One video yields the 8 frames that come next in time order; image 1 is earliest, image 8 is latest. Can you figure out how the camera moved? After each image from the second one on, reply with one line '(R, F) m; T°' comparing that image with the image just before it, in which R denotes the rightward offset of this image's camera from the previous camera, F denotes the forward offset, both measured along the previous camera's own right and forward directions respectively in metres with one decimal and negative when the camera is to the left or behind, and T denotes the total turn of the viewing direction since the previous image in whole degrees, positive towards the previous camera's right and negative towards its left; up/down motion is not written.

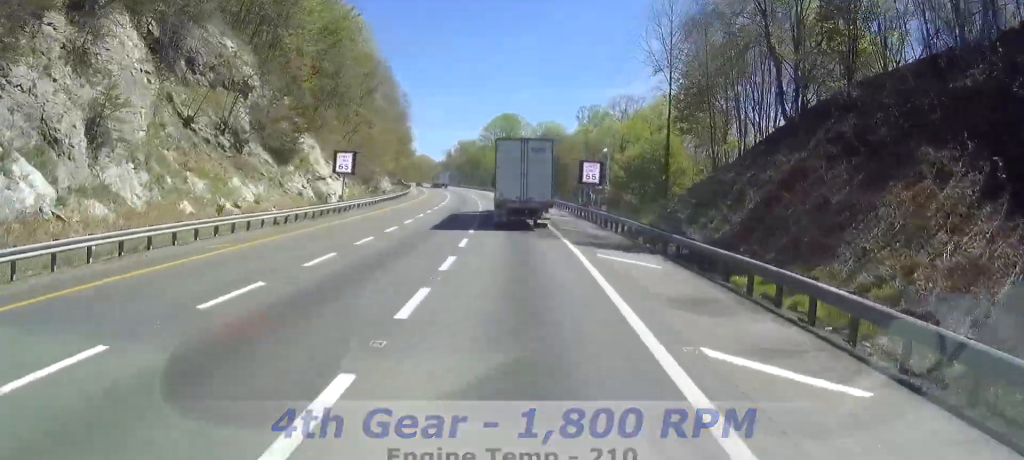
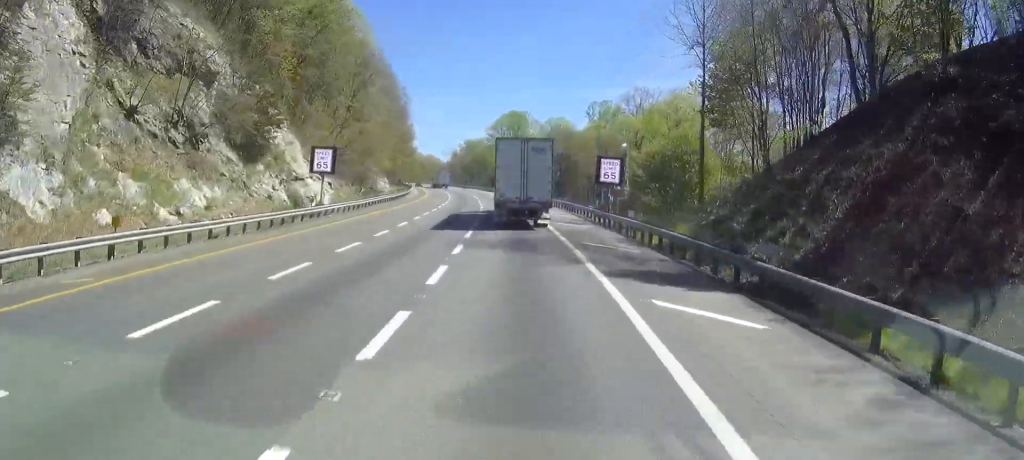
(-0.2, +7.9) m; 0°
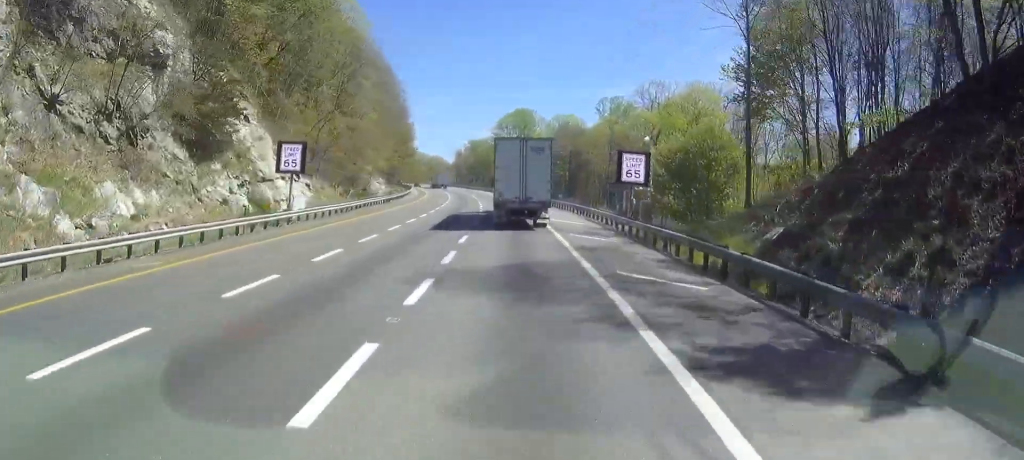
(-0.1, +7.9) m; 0°
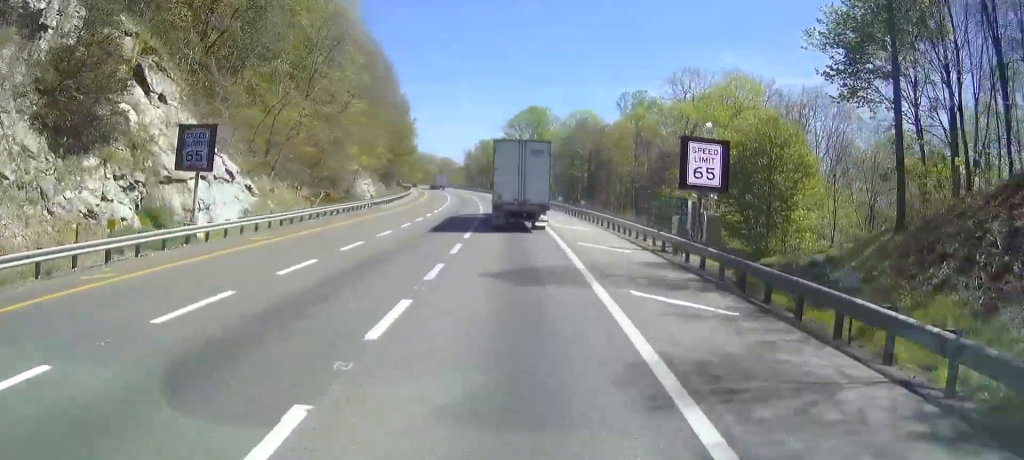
(+0.1, +14.2) m; 0°
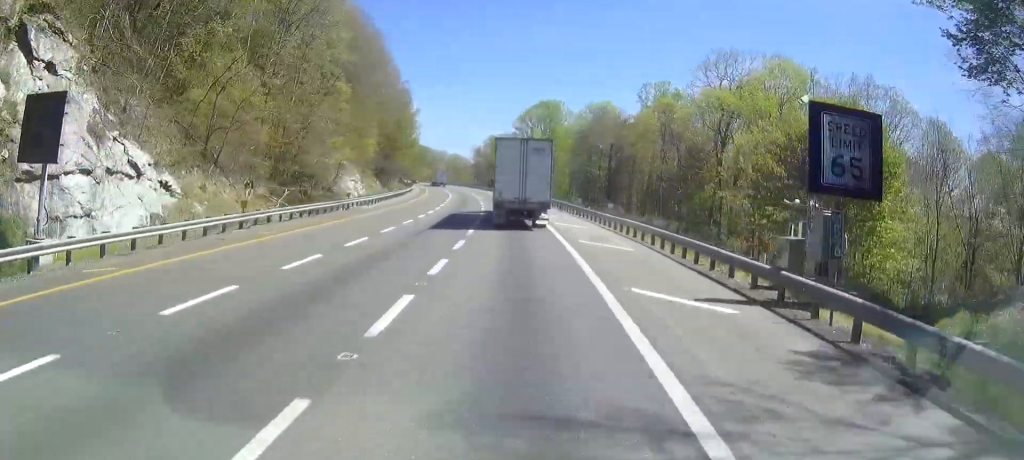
(0.0, +11.5) m; -1°
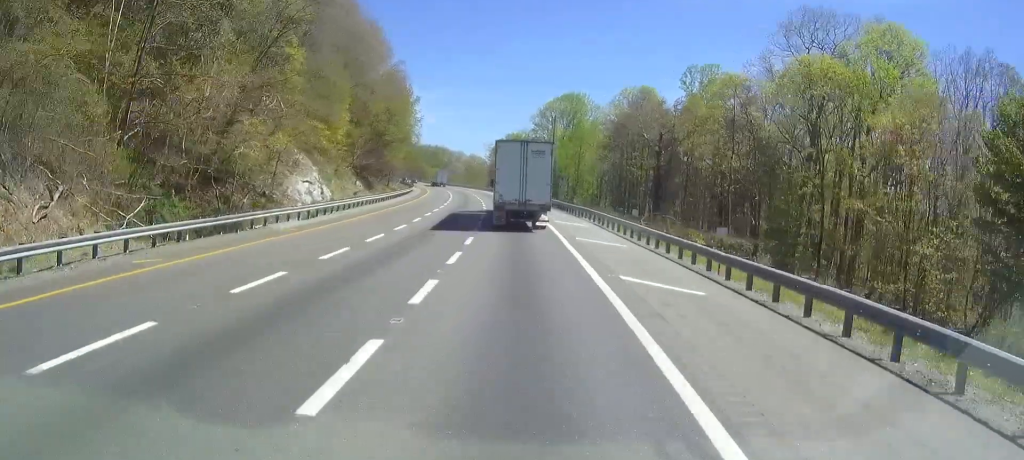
(-0.4, +21.2) m; -1°
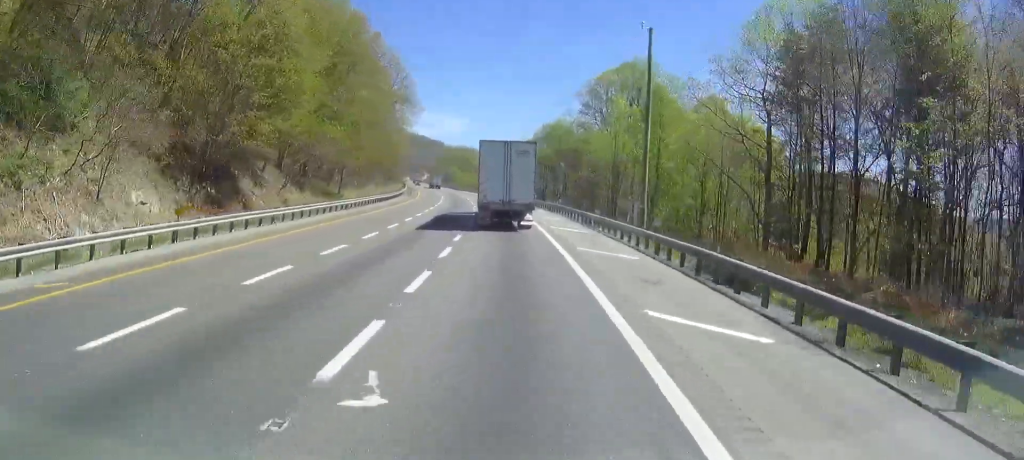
(-0.1, +52.6) m; +2°
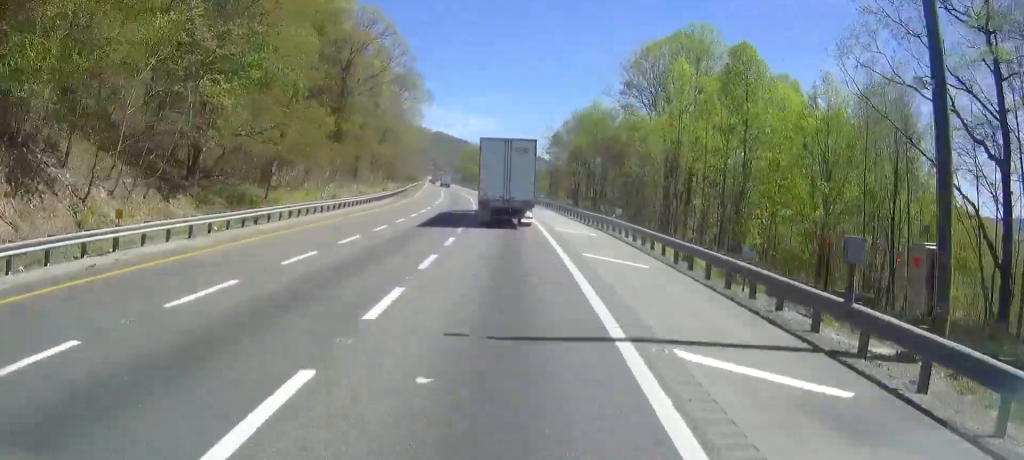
(0.0, +27.3) m; -3°
